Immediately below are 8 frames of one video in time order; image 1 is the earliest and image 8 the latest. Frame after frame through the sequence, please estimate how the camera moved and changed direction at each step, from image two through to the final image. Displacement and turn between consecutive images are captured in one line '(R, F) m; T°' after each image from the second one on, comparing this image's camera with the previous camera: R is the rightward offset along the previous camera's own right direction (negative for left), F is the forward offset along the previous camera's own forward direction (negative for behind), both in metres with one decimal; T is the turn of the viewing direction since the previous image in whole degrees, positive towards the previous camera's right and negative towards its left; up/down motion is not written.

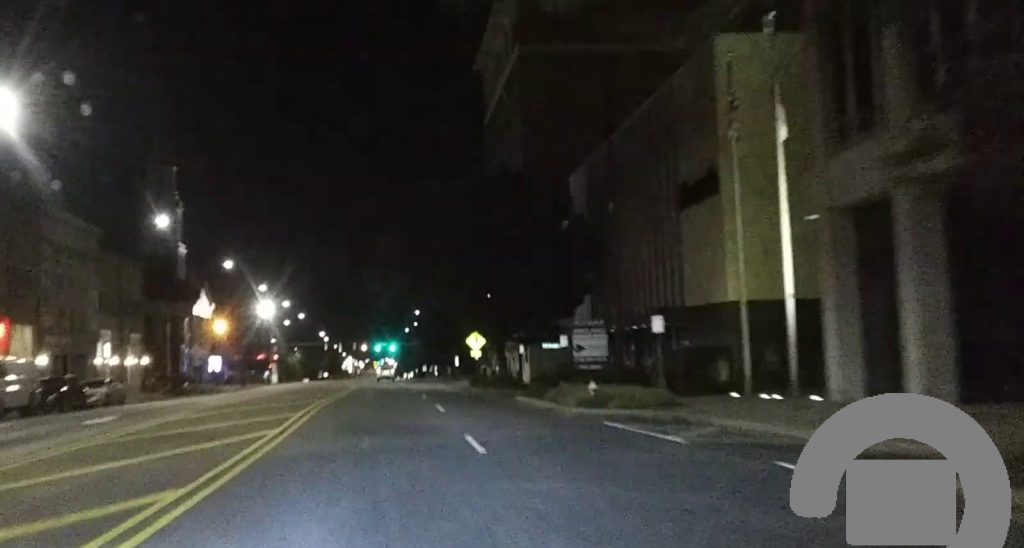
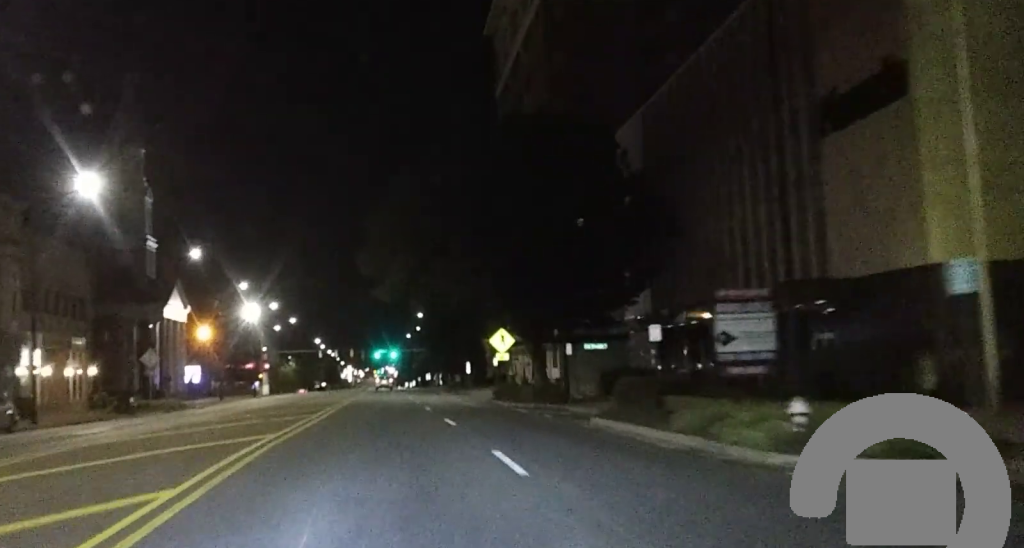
(0.0, +15.5) m; 0°
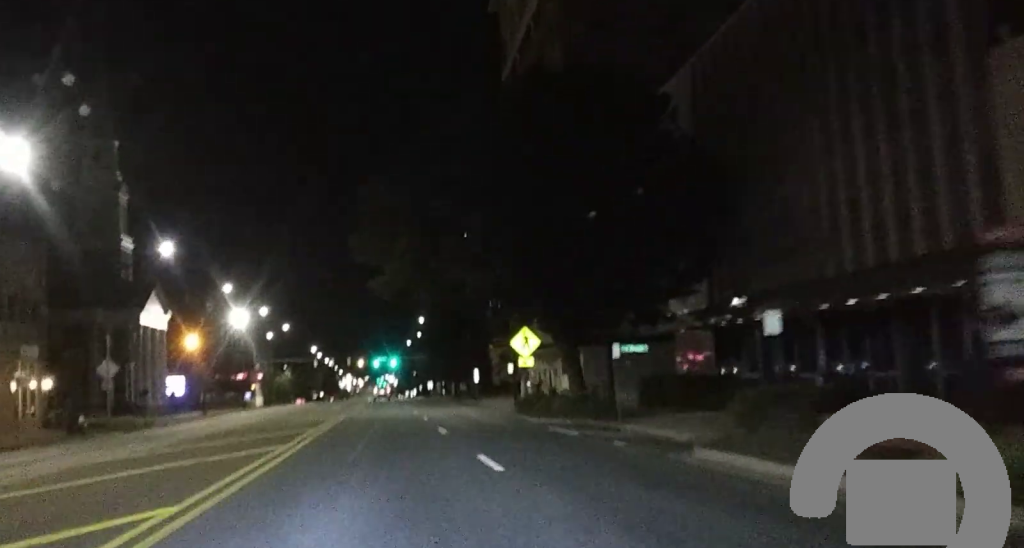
(0.0, +10.1) m; 0°
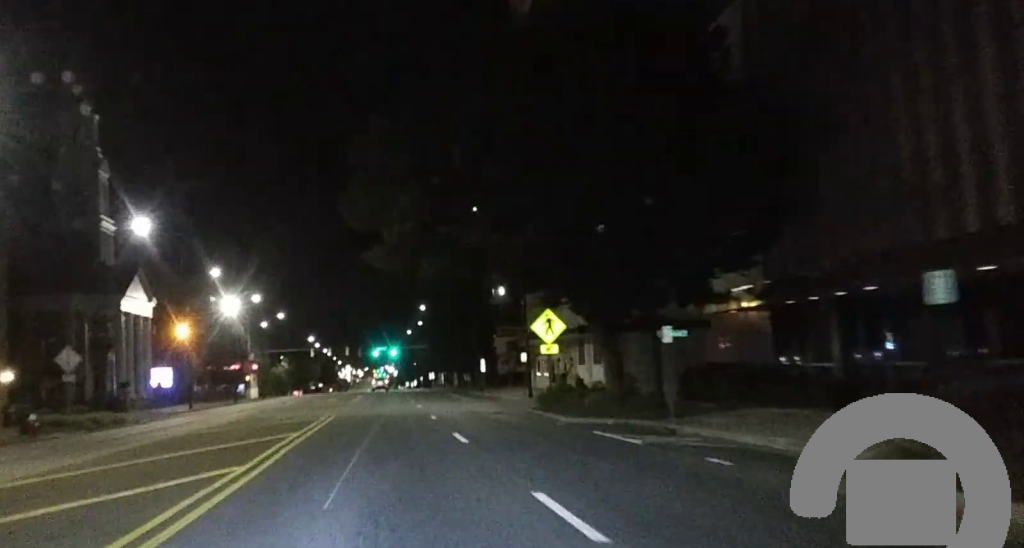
(-0.1, +6.2) m; 0°
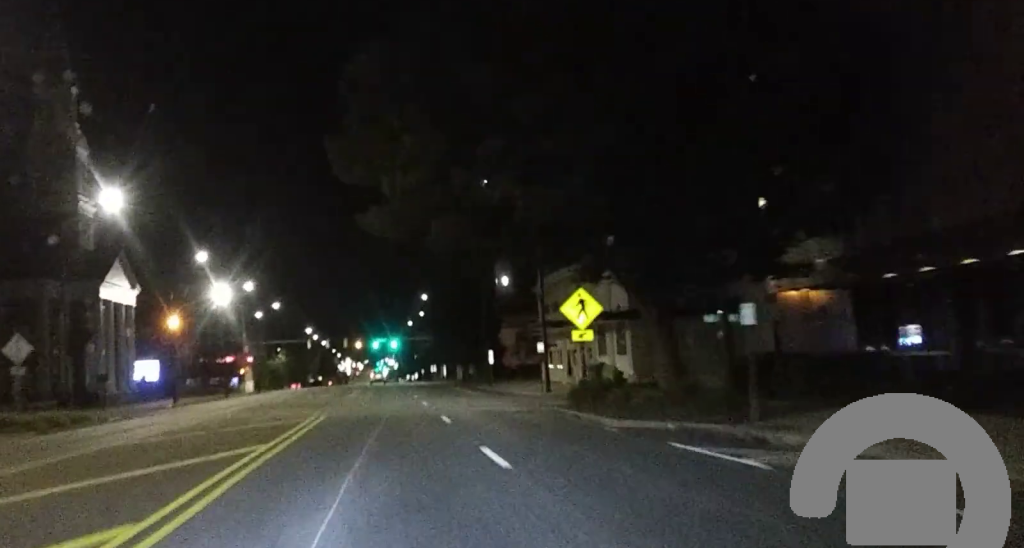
(0.0, +6.7) m; 0°
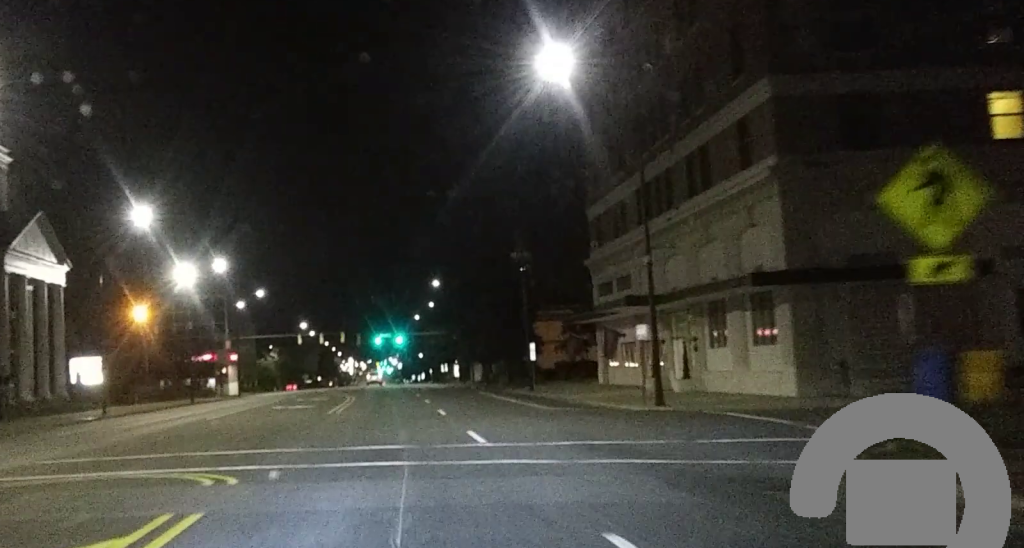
(+0.1, +21.1) m; +1°
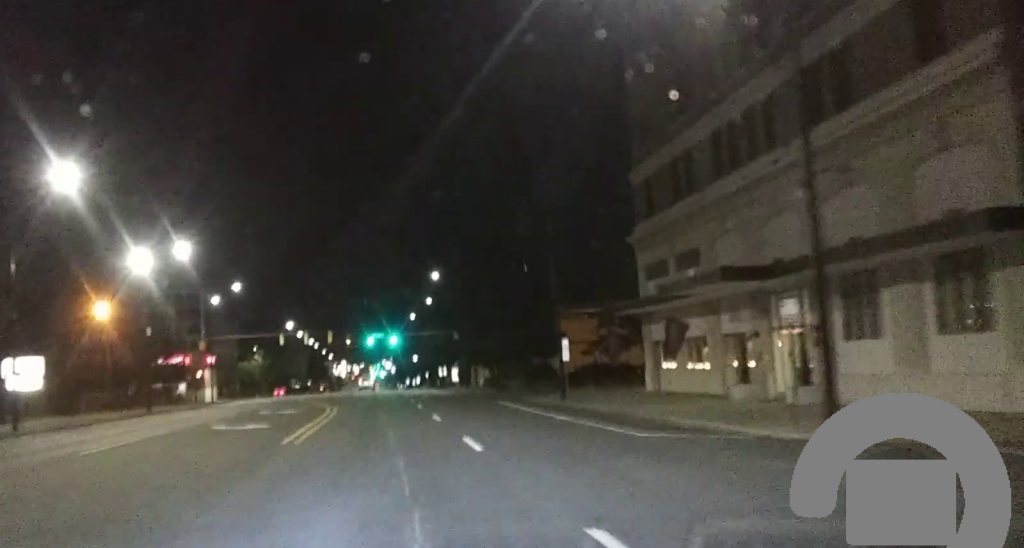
(+0.2, +13.6) m; 0°
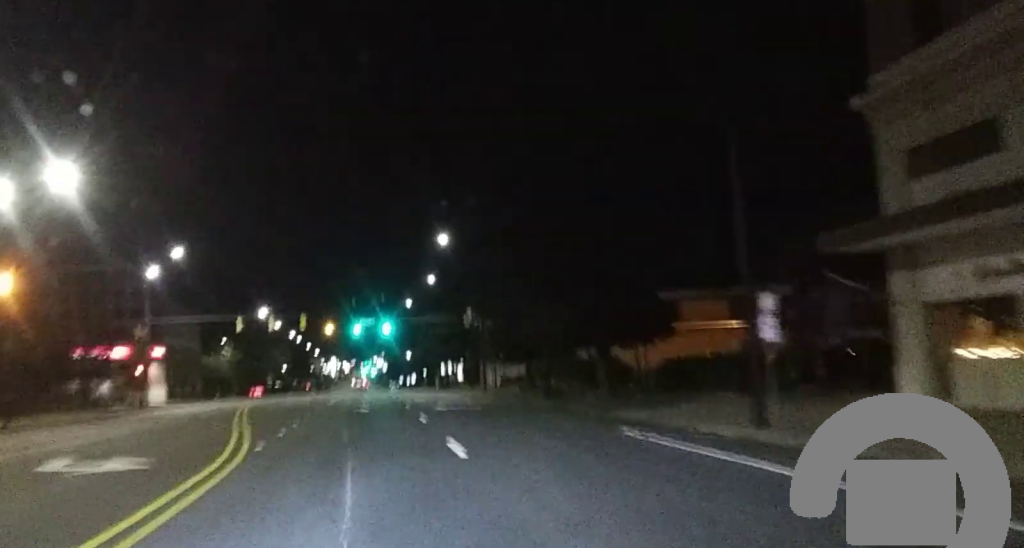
(-0.2, +25.1) m; 0°
